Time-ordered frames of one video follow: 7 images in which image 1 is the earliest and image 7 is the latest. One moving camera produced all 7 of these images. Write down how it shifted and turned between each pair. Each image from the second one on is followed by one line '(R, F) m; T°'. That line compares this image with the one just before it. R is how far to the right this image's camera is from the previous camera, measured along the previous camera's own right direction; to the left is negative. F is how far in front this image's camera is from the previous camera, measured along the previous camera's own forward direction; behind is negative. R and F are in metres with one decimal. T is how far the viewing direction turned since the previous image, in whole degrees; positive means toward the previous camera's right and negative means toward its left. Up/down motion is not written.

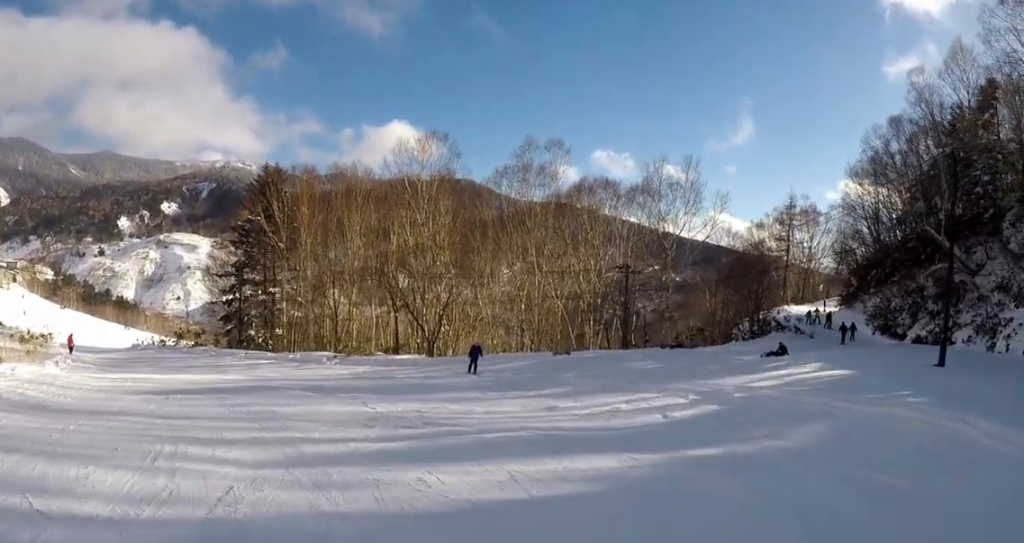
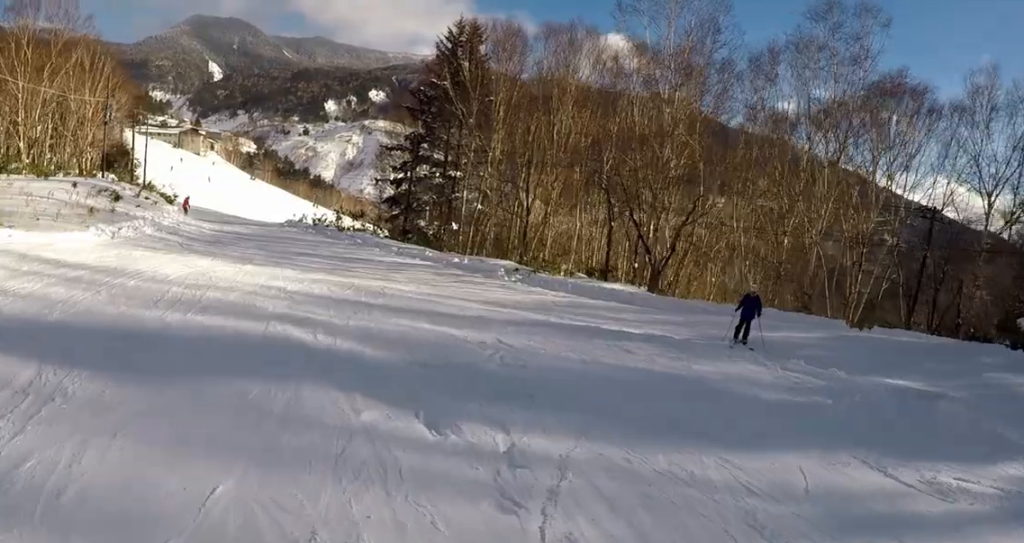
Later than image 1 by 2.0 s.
(-1.8, +11.9) m; -27°
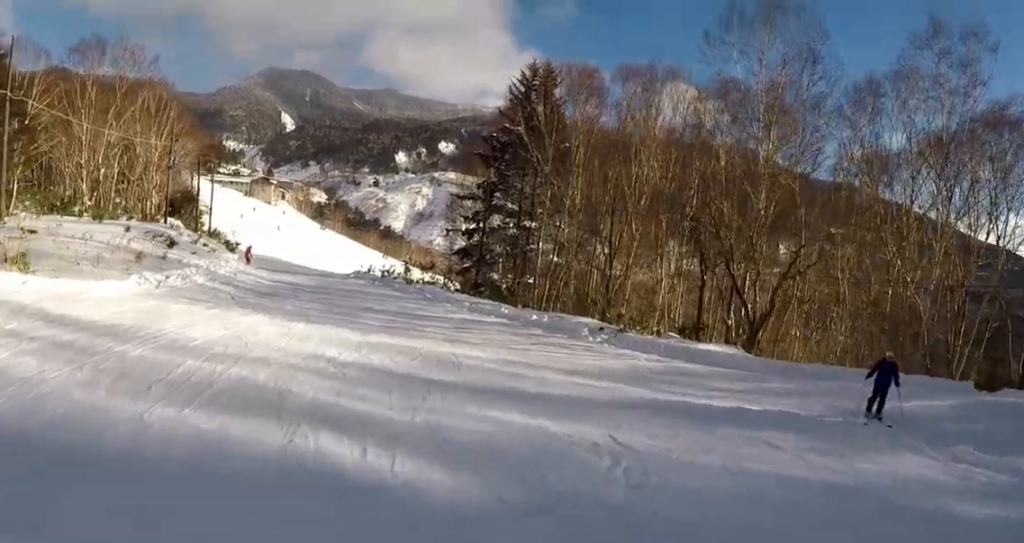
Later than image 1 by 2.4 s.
(-0.3, +2.5) m; -7°
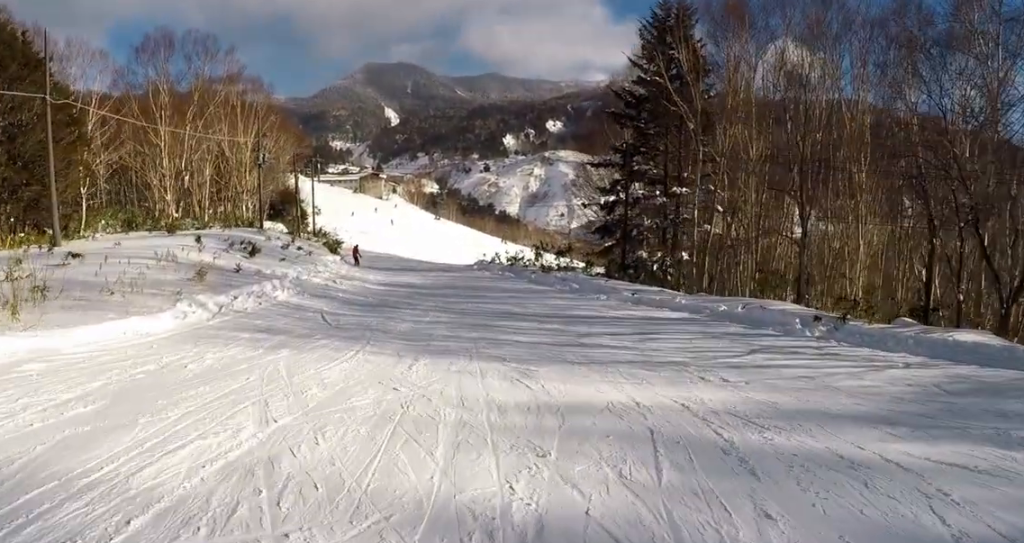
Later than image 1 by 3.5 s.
(-0.1, +6.7) m; -5°
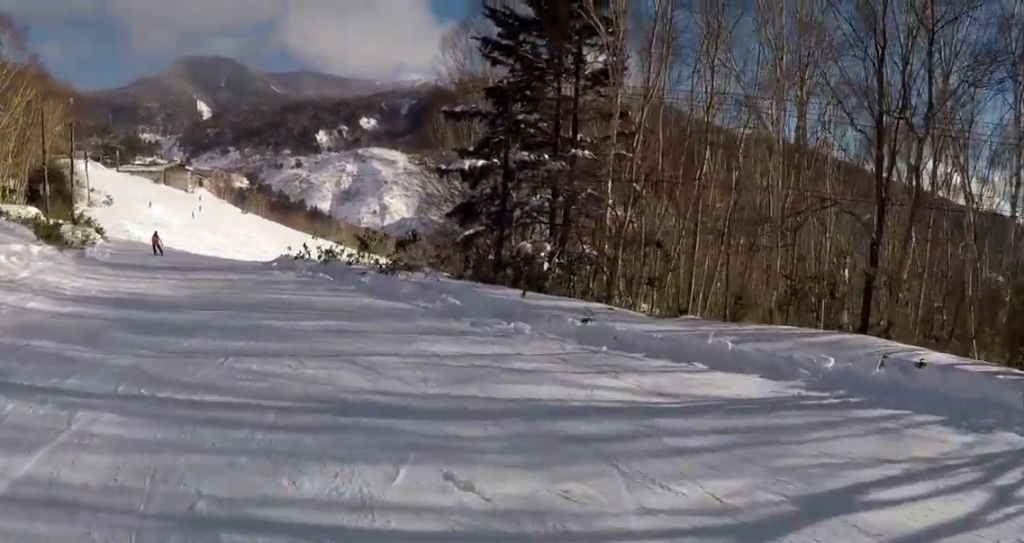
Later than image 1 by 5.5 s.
(+1.0, +13.6) m; +22°
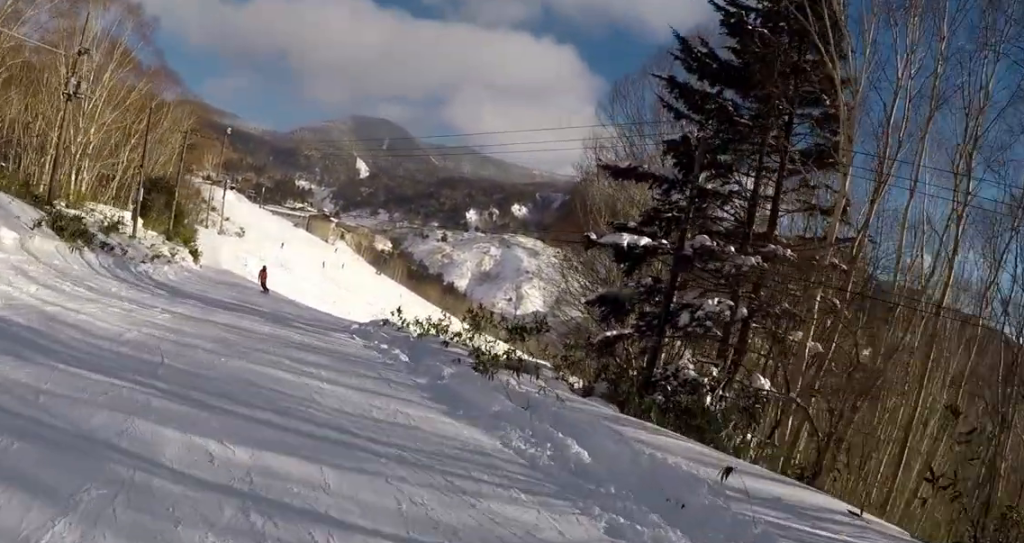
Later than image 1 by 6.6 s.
(+1.1, +6.3) m; -8°
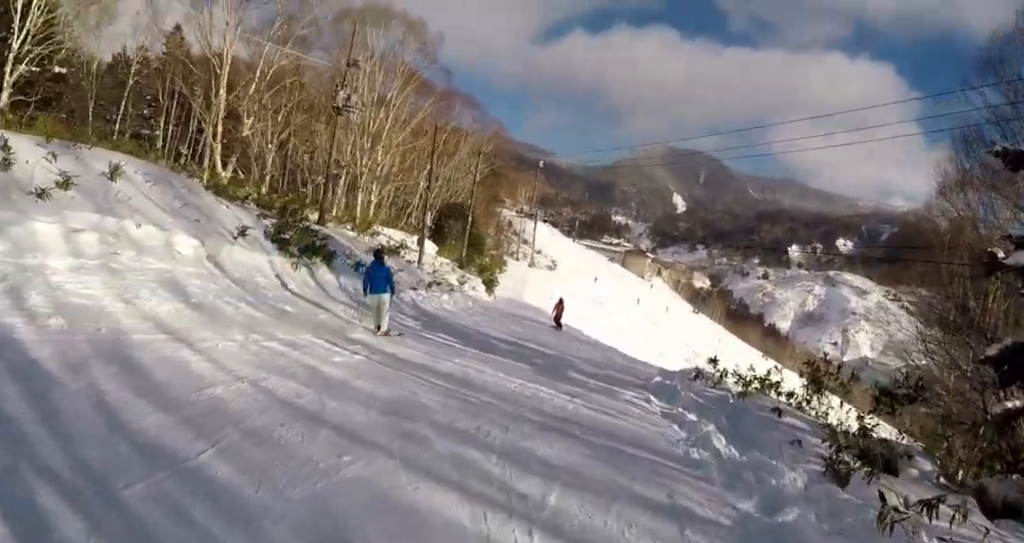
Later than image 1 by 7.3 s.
(-1.6, +4.9) m; -13°
